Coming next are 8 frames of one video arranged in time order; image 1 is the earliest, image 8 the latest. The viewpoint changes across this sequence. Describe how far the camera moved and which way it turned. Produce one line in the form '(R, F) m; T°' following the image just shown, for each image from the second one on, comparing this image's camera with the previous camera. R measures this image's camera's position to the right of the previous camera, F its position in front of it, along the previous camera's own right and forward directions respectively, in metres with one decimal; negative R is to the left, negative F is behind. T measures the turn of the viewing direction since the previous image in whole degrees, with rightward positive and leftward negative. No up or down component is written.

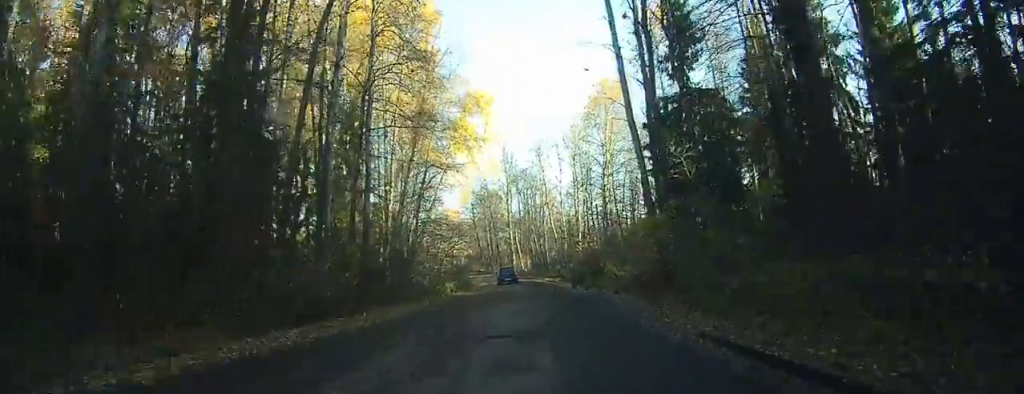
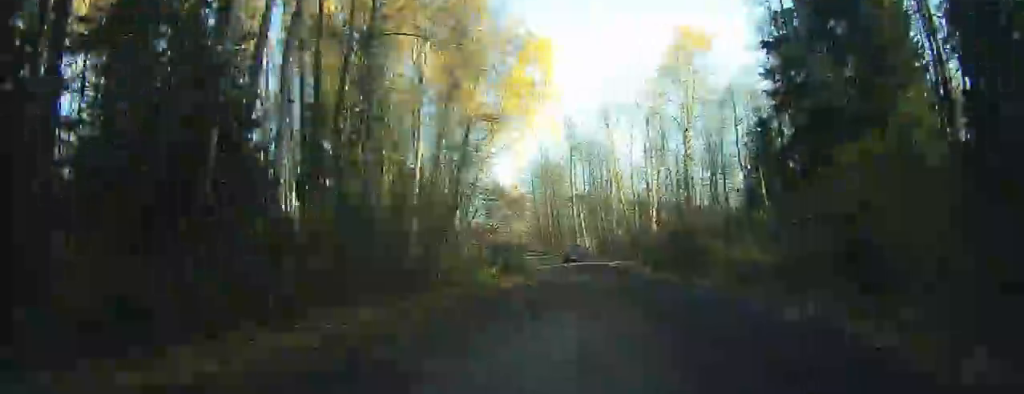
(+0.4, +7.2) m; +3°
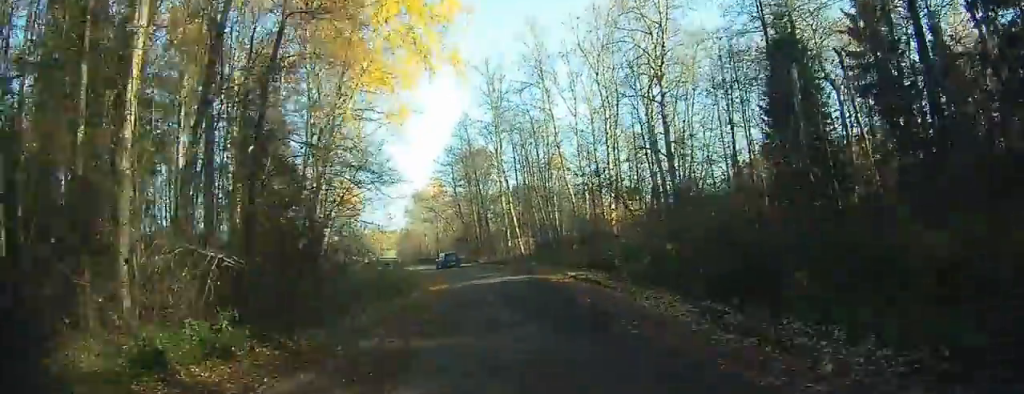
(-0.1, +15.6) m; 0°
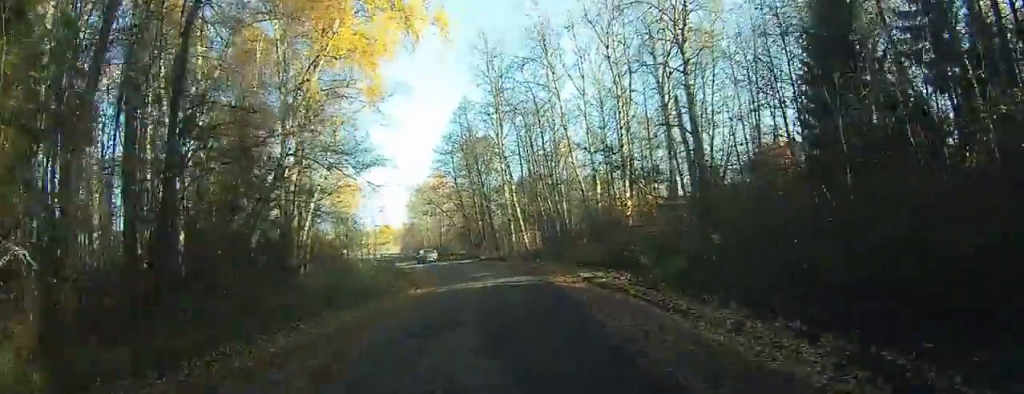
(+0.1, +5.5) m; +1°
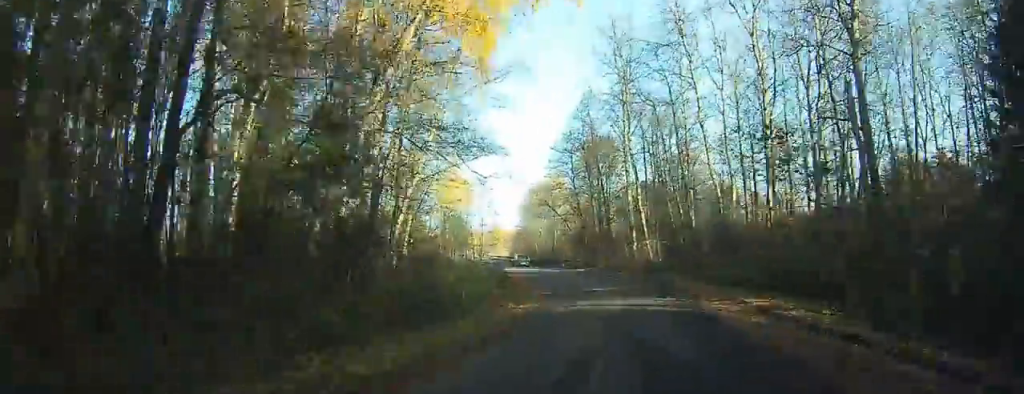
(0.0, +6.3) m; 0°
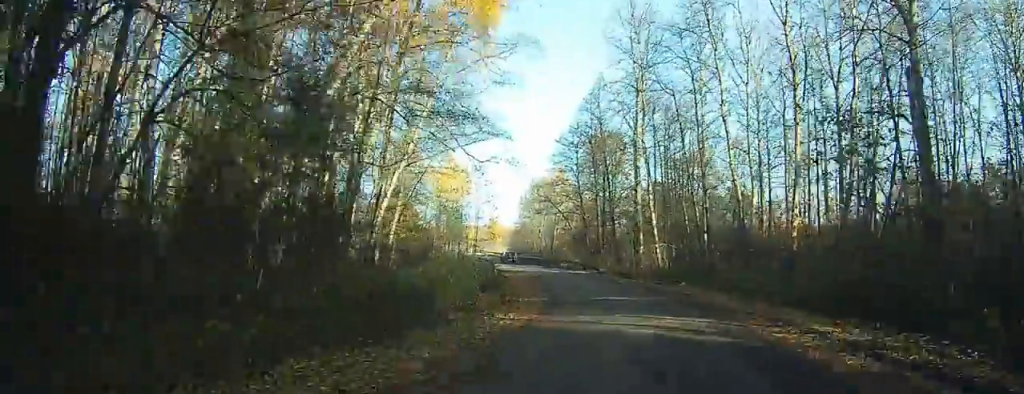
(0.0, +3.8) m; 0°
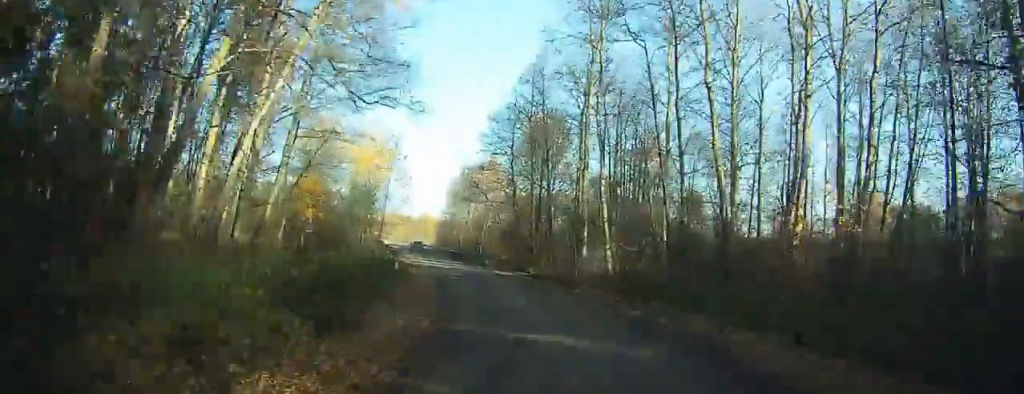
(0.0, +8.4) m; -1°
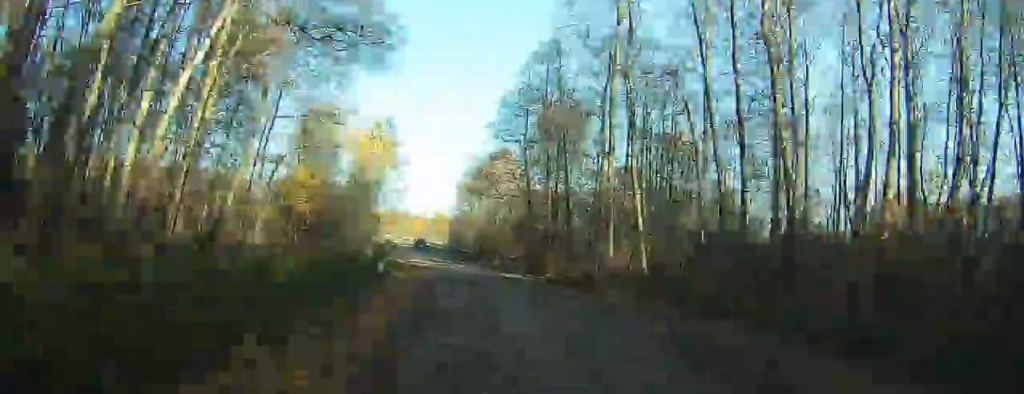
(0.0, +4.6) m; -1°
